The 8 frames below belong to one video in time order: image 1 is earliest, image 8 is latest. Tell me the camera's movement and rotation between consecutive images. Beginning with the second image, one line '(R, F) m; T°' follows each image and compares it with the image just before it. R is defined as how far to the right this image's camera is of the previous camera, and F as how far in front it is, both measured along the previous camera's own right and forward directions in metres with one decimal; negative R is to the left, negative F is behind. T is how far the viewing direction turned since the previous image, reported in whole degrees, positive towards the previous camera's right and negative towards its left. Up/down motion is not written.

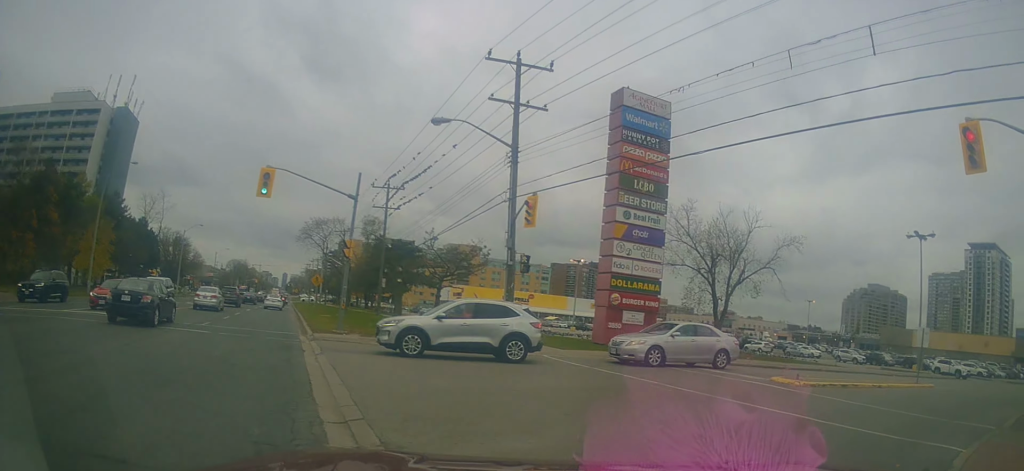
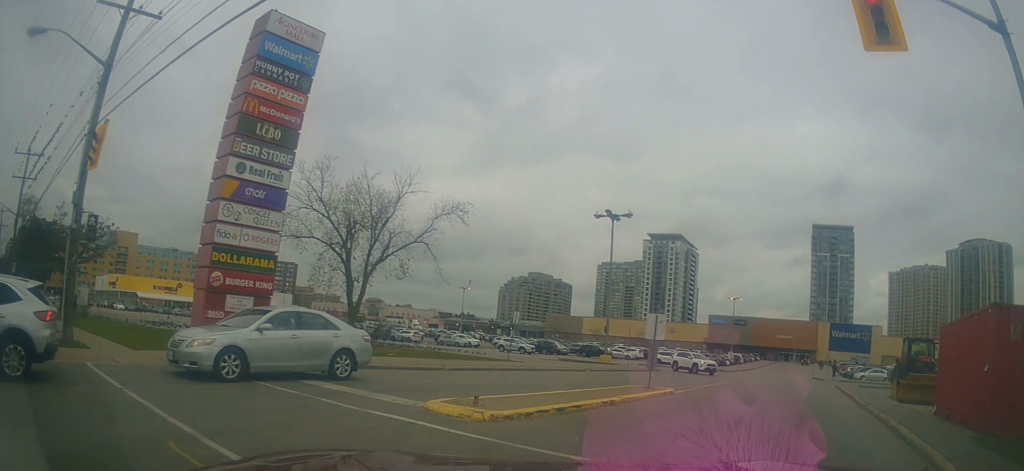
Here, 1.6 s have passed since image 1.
(+1.7, +6.4) m; +37°
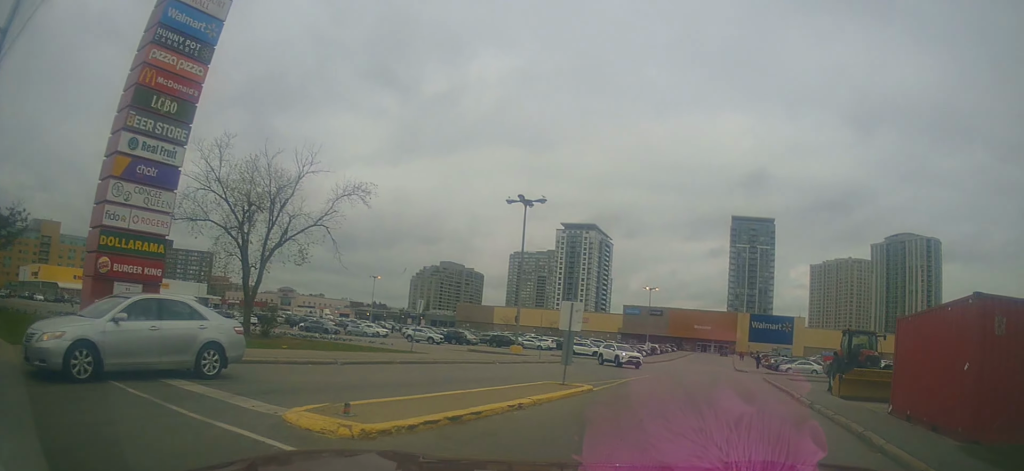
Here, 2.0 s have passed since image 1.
(+0.1, +1.7) m; +13°
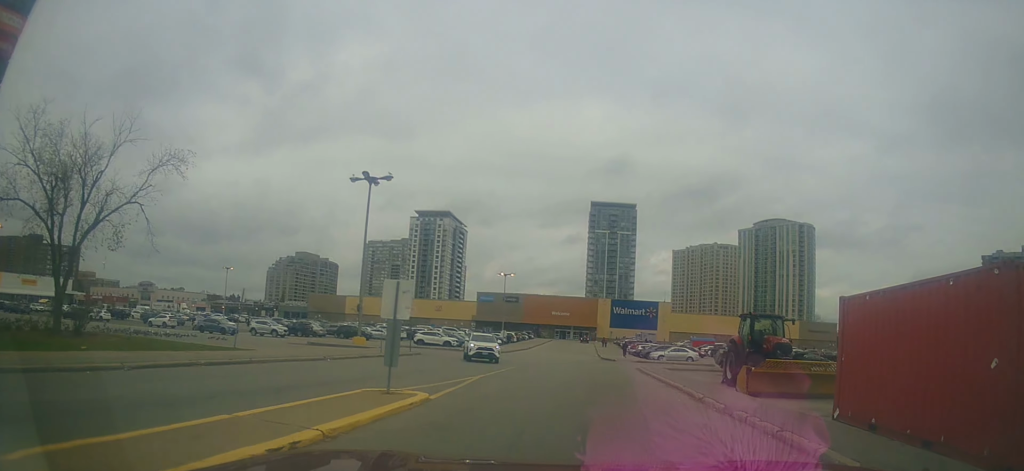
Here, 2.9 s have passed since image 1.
(+0.9, +3.8) m; +14°
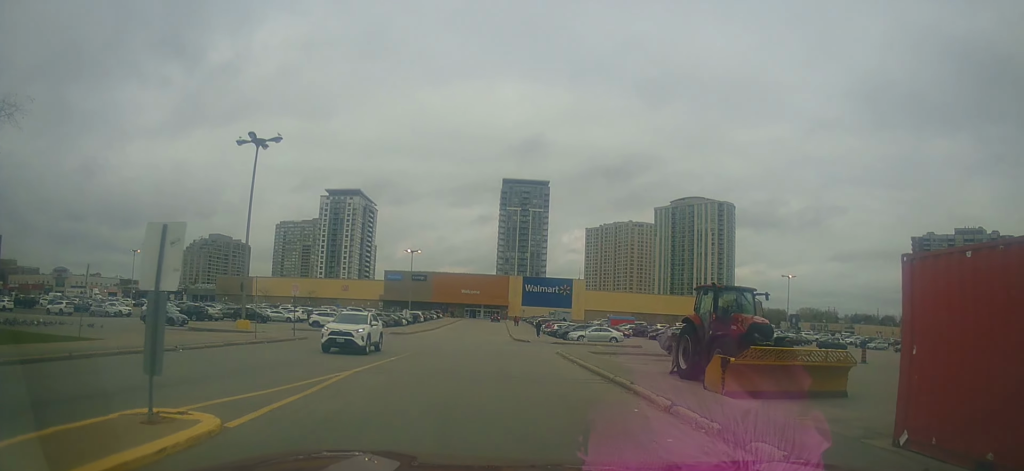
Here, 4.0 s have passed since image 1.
(+0.3, +5.0) m; +8°
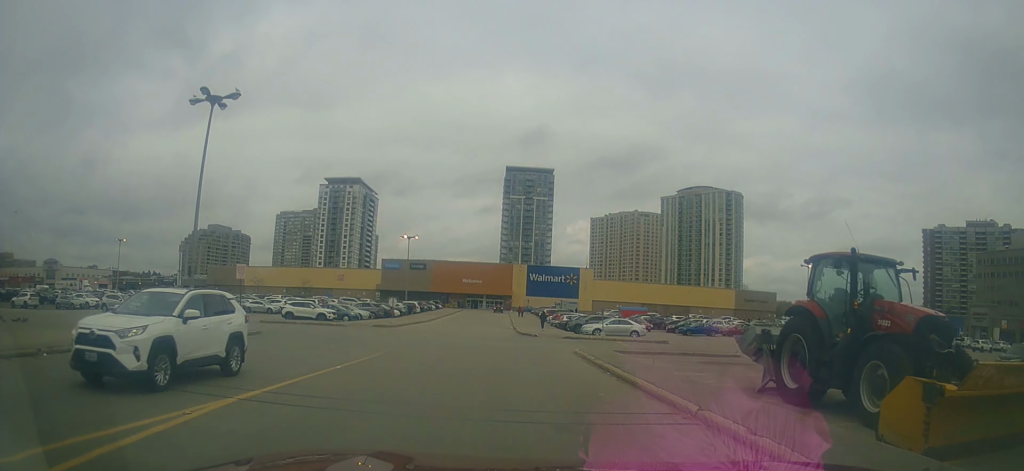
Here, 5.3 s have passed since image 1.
(+0.4, +6.7) m; 0°
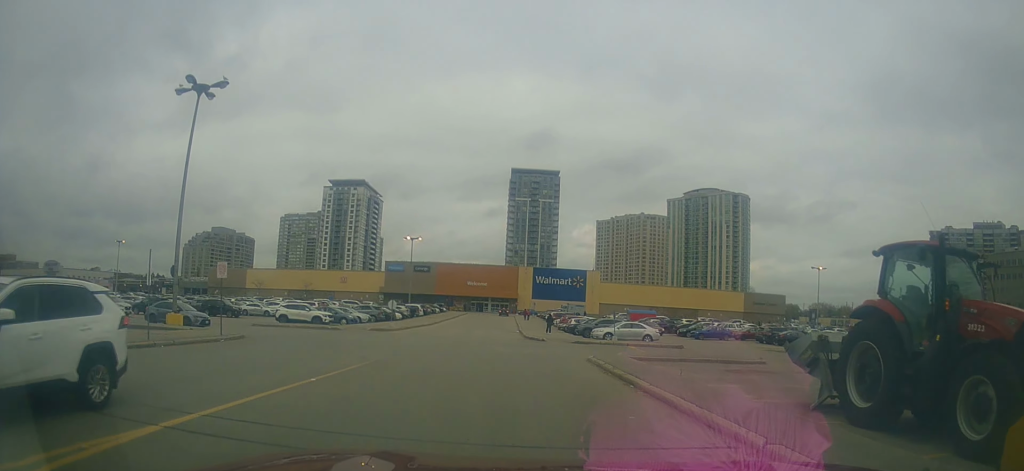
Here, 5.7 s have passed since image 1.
(-0.2, +2.2) m; -2°
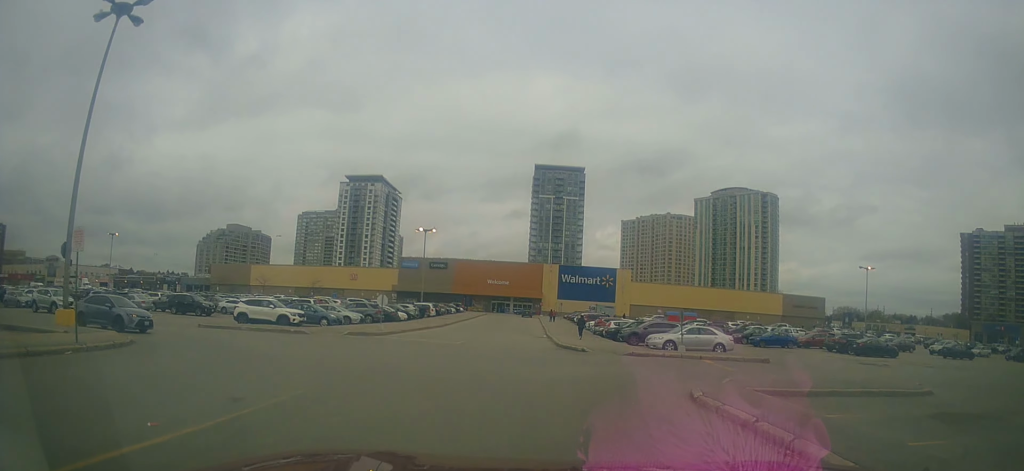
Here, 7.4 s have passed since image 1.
(-0.4, +10.1) m; 0°
